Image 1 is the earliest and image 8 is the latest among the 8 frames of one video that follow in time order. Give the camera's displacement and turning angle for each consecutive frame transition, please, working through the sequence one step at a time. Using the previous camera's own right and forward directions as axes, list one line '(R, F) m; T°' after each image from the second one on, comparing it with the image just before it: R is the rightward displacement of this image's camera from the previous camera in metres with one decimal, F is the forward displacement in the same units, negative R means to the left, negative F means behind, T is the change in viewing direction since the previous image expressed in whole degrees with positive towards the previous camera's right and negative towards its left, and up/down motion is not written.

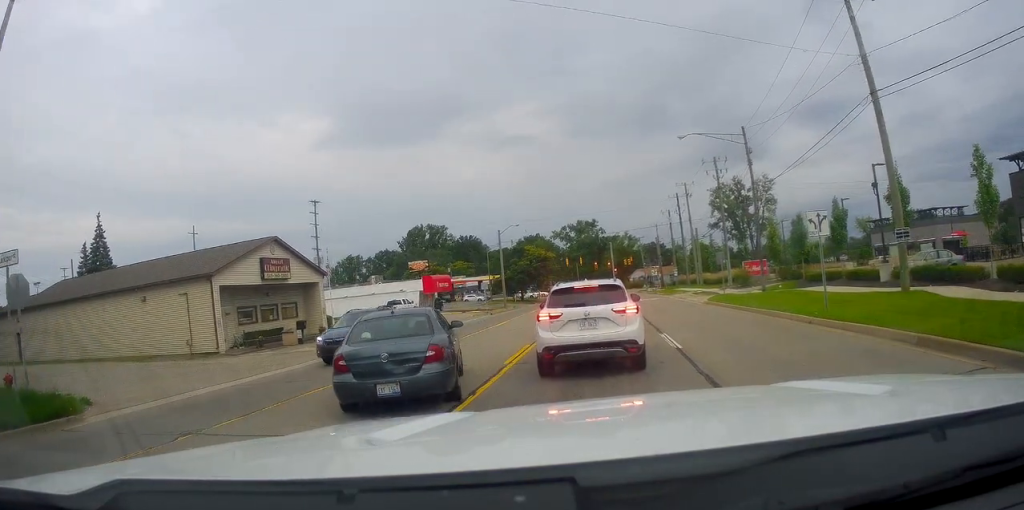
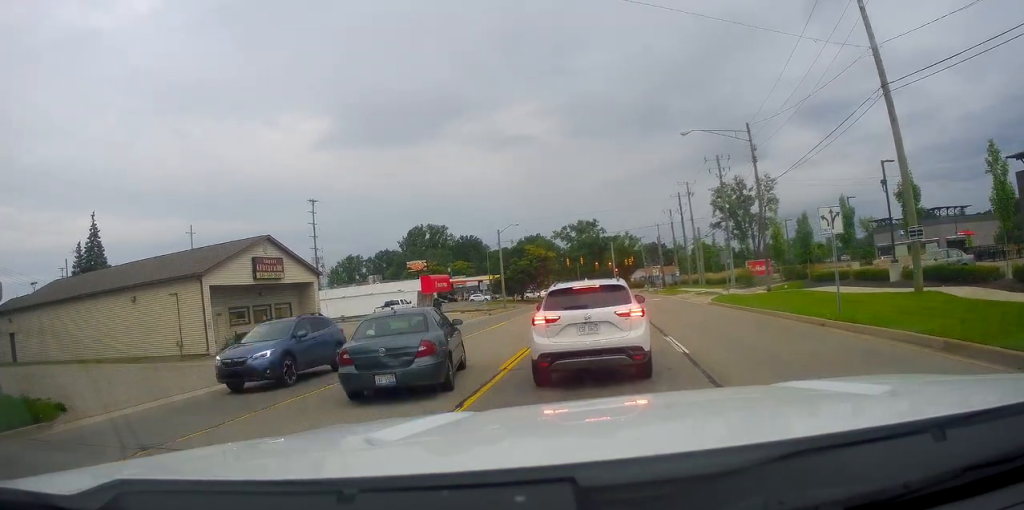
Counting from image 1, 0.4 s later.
(0.0, +1.2) m; +3°
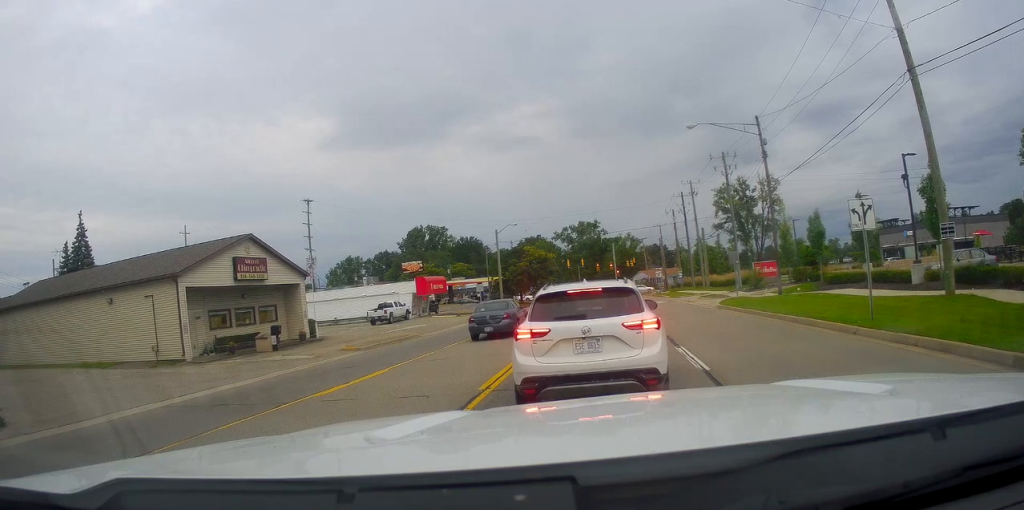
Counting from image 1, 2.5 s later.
(+0.5, +2.9) m; +5°
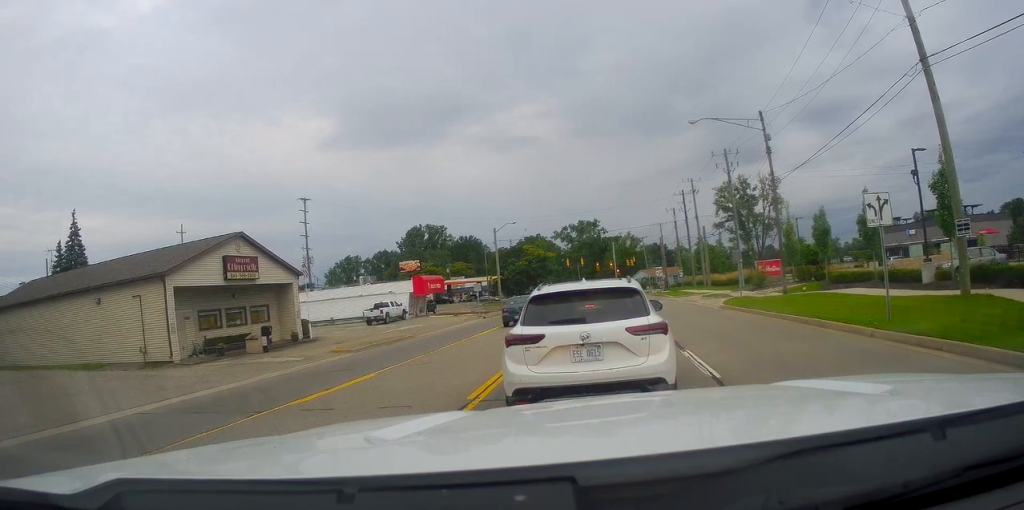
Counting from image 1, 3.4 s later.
(+0.3, +0.3) m; 0°
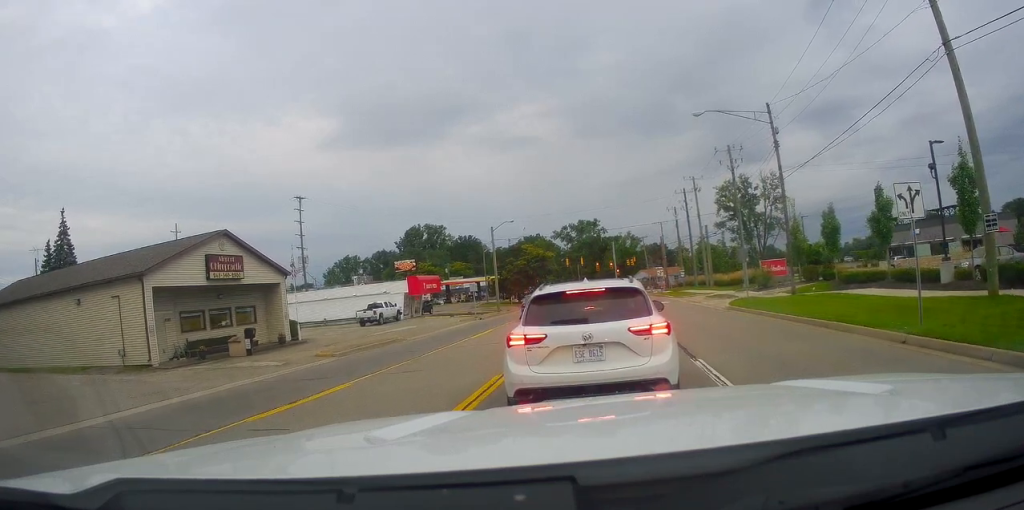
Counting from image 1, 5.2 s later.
(+0.1, +0.7) m; 0°
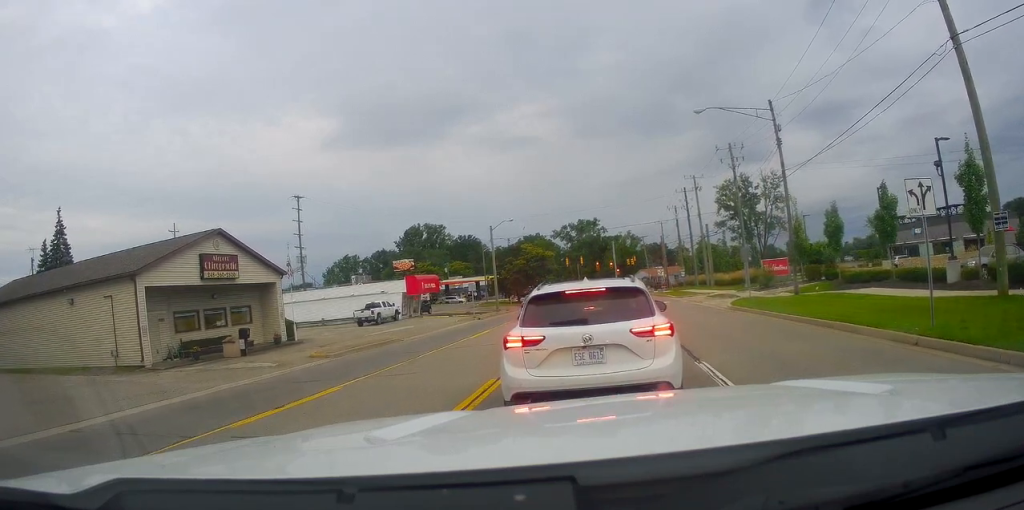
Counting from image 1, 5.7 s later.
(0.0, +0.3) m; 0°
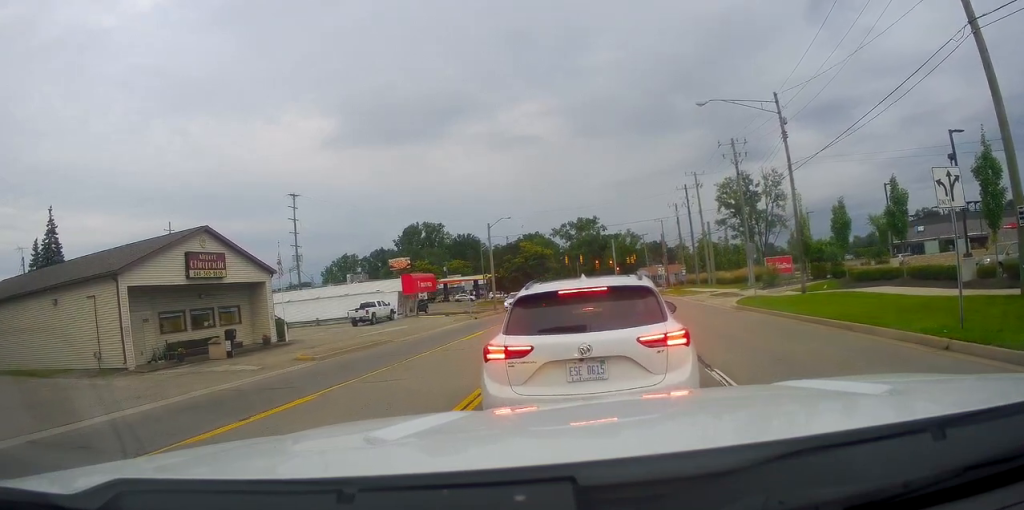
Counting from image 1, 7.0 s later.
(-0.1, +0.7) m; 0°
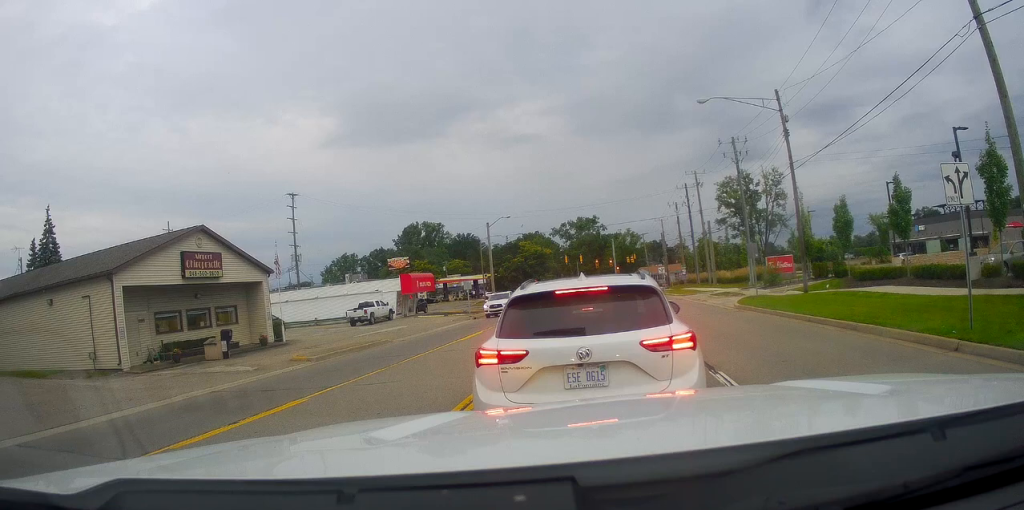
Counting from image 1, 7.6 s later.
(0.0, +0.3) m; 0°
